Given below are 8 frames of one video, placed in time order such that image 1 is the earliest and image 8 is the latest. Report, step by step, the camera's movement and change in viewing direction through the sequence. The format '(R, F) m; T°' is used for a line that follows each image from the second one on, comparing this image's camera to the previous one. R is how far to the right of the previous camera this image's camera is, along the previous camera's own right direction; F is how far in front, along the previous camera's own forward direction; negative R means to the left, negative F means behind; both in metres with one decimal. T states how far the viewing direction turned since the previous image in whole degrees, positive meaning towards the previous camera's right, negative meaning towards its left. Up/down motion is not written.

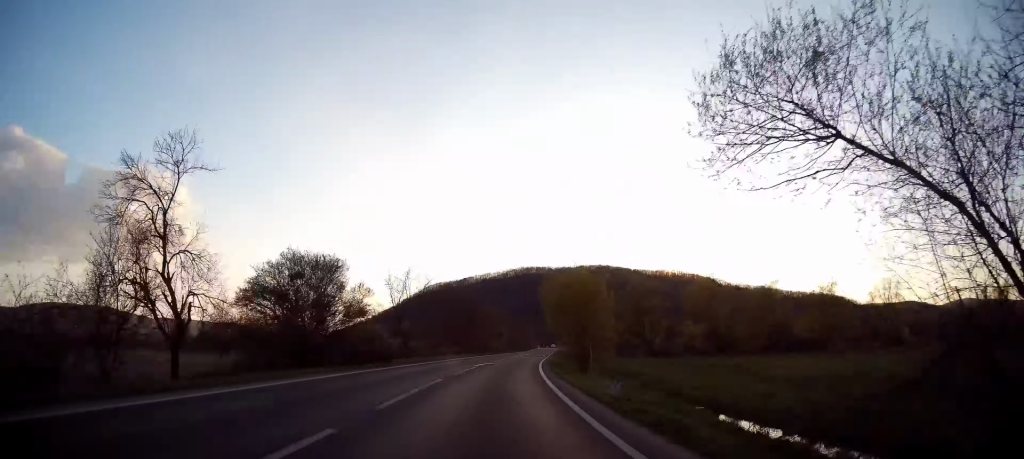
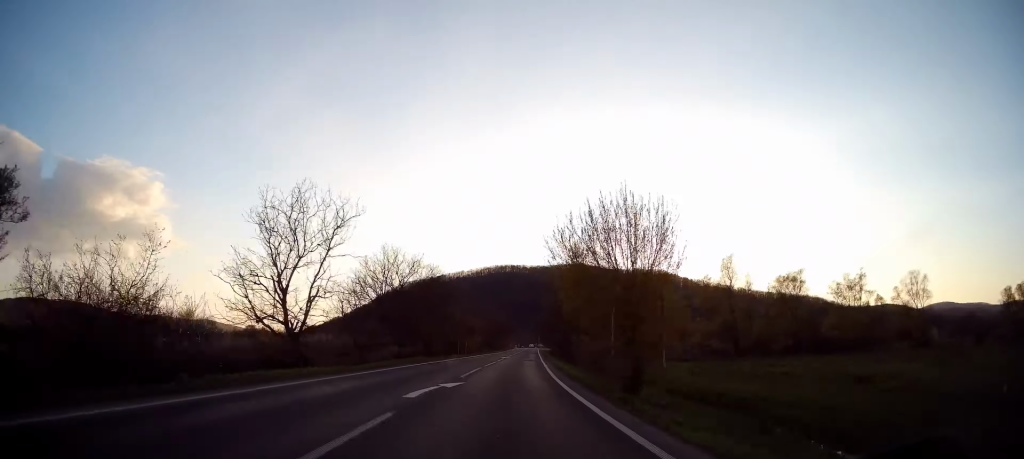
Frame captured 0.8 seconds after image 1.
(0.0, +21.8) m; +2°
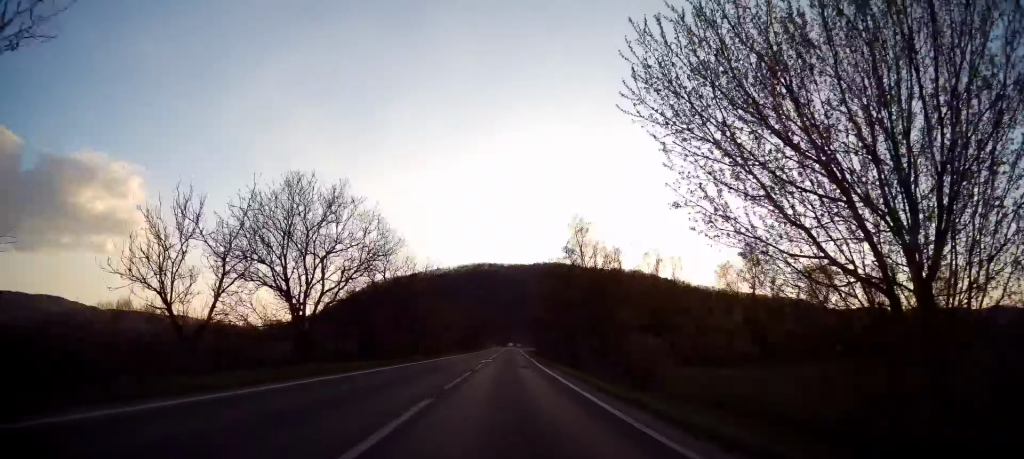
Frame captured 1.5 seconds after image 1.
(+0.5, +18.3) m; +2°
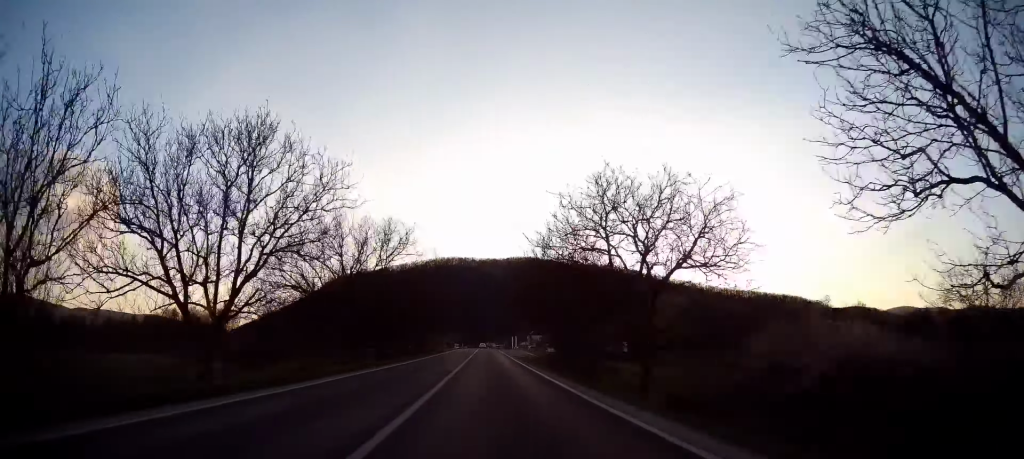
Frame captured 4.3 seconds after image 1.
(+4.5, +78.3) m; +4°
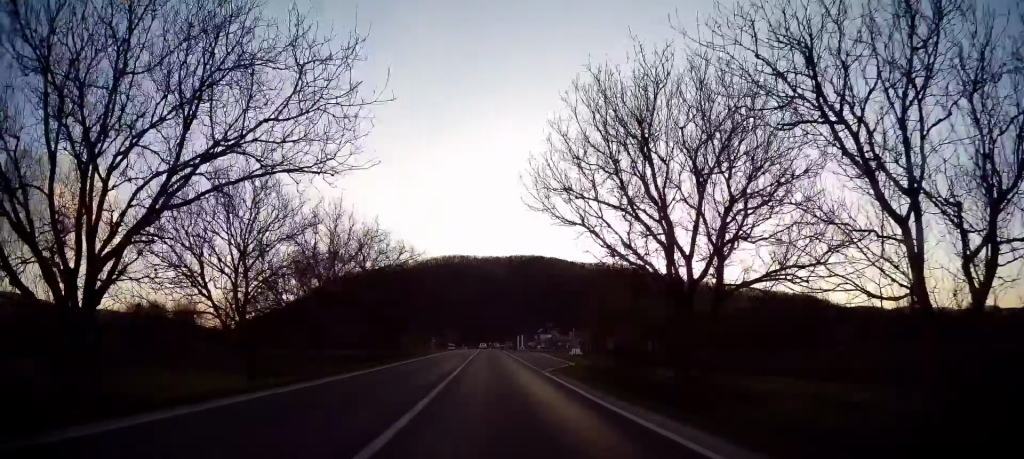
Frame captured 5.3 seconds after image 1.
(-0.3, +26.2) m; -1°
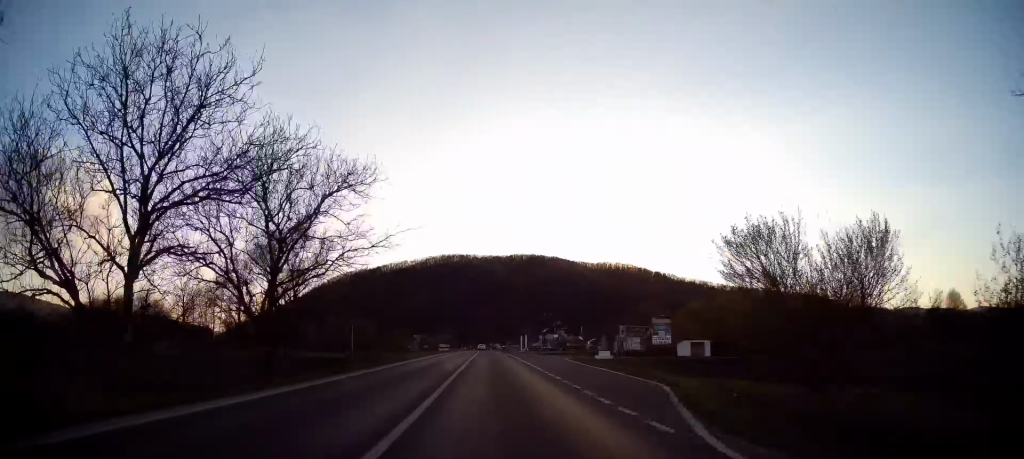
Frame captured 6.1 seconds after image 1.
(0.0, +18.7) m; 0°
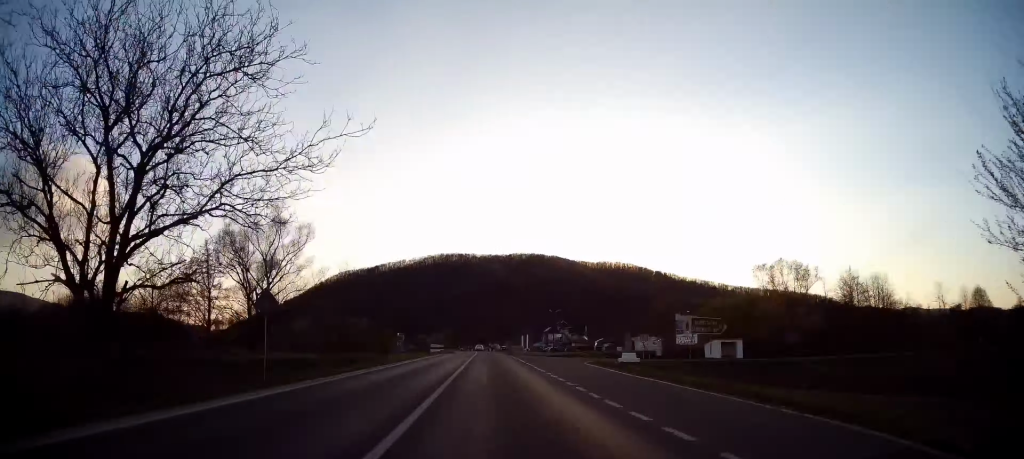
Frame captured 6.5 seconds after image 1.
(0.0, +10.6) m; +1°
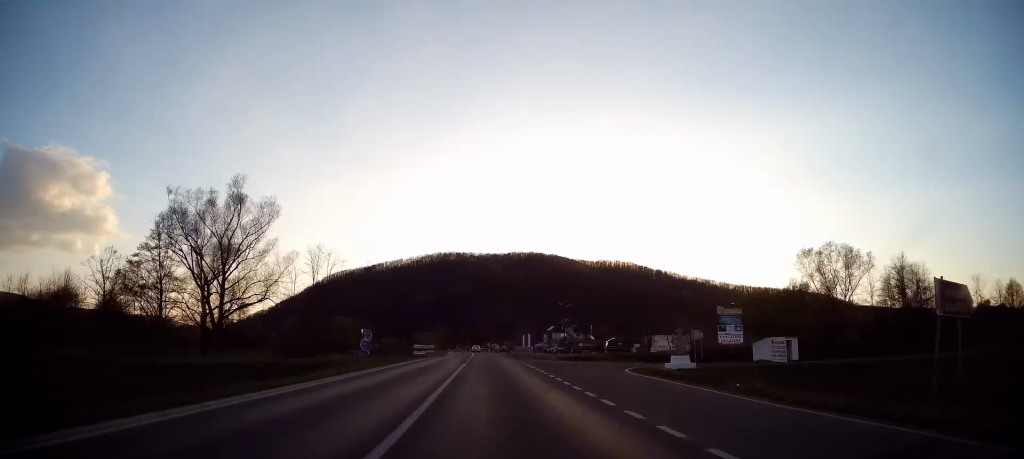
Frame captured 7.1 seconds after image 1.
(-0.1, +13.8) m; +1°
